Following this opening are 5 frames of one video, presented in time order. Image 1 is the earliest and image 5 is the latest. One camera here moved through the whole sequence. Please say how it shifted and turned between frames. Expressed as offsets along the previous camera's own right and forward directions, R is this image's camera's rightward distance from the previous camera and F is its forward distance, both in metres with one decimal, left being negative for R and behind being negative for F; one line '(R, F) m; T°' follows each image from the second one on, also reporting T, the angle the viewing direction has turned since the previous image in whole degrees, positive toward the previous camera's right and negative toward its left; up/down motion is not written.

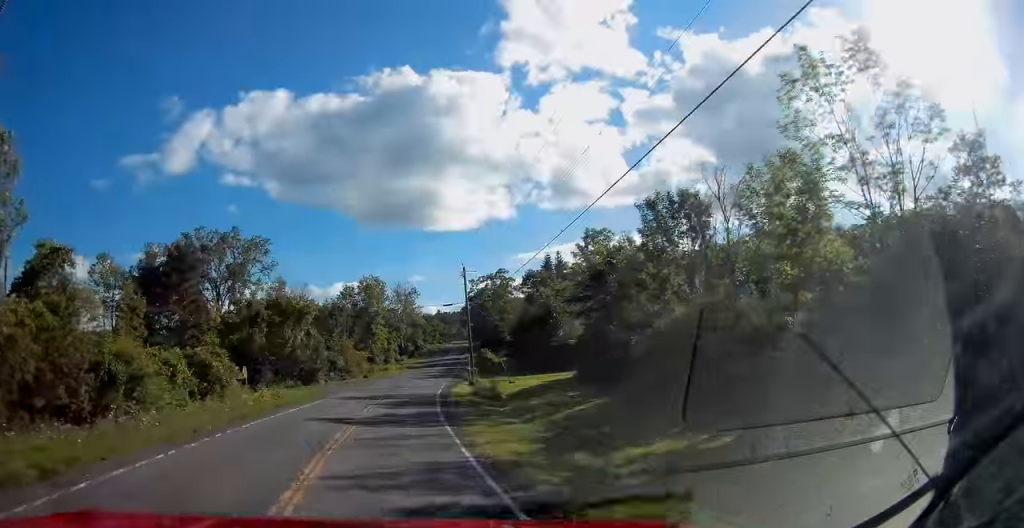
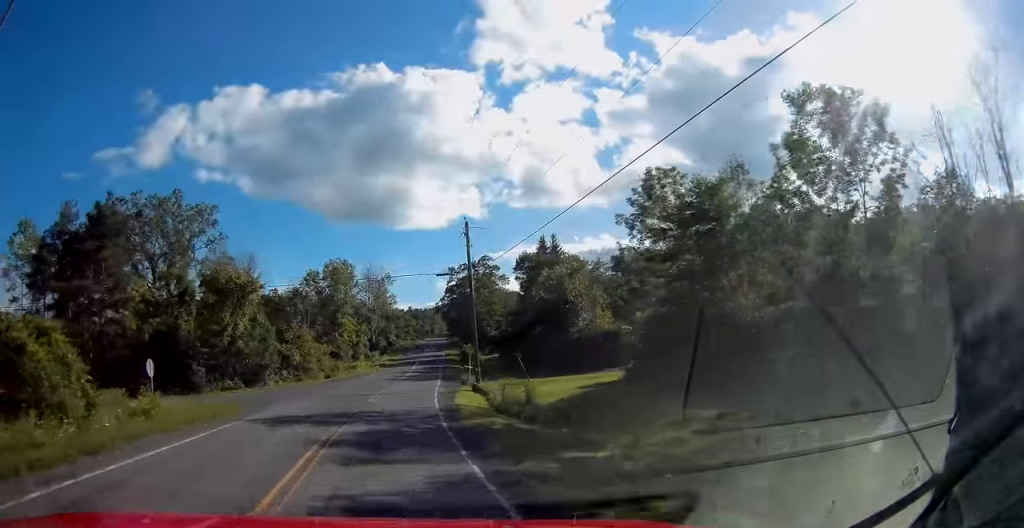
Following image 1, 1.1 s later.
(+0.4, +17.7) m; +4°
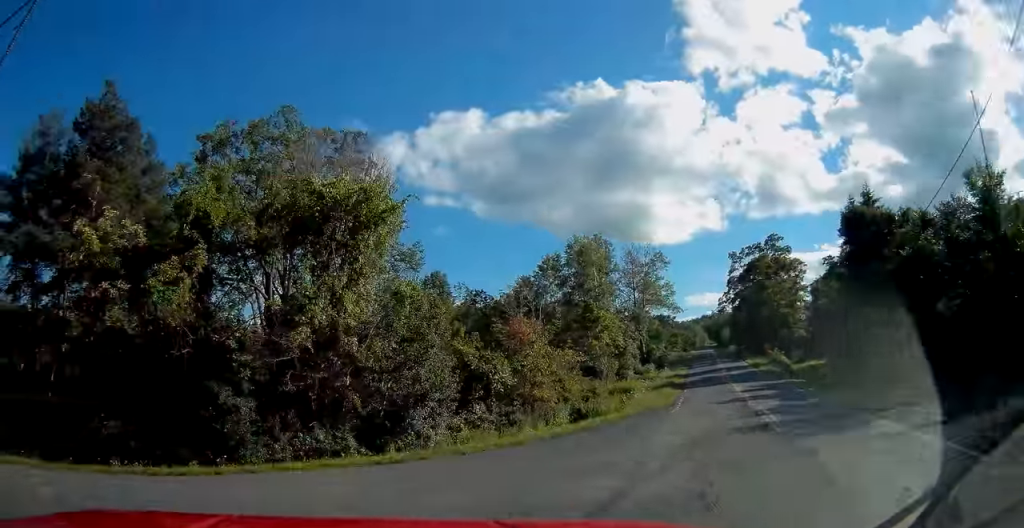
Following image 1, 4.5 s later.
(+1.7, +34.0) m; -12°
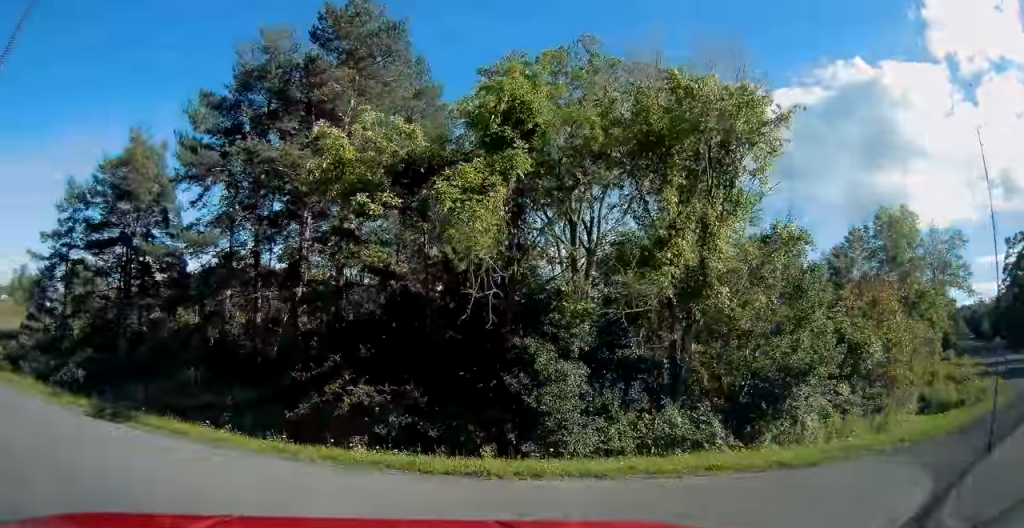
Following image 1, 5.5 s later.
(-1.2, +5.8) m; -30°
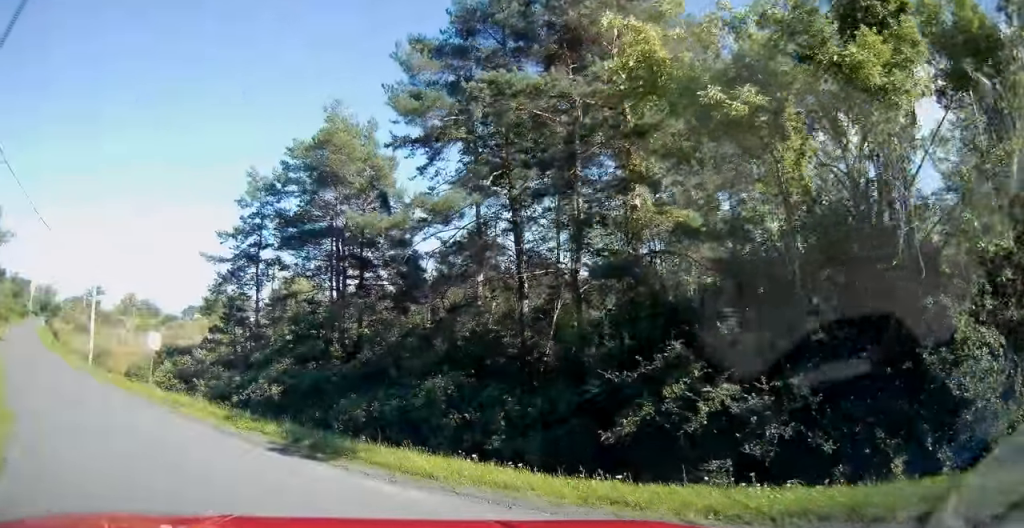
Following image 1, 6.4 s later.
(-1.3, +4.8) m; -24°
